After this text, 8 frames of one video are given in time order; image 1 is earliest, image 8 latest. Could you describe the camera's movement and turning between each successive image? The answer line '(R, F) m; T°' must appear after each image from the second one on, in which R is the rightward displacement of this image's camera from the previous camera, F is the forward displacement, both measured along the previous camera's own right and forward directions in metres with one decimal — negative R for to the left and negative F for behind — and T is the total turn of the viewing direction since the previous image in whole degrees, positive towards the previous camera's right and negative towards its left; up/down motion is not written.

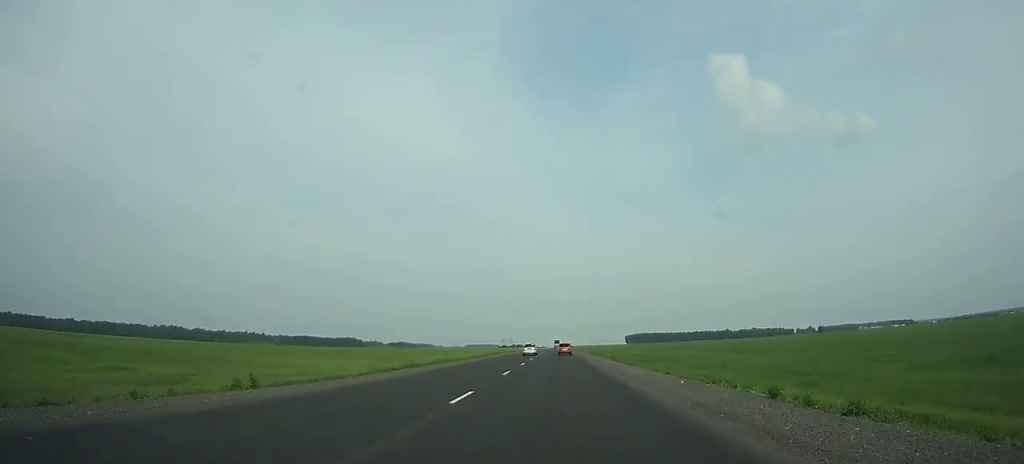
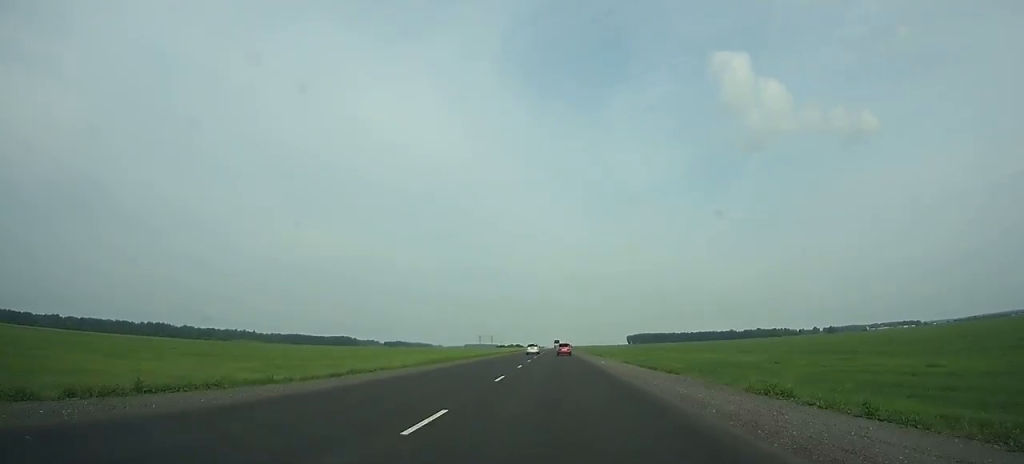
(0.0, +40.4) m; 0°
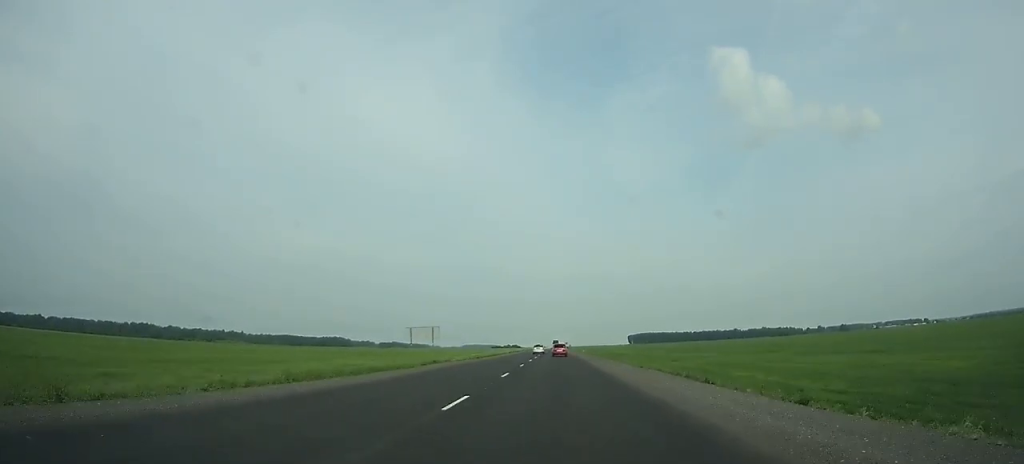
(0.0, +46.9) m; 0°
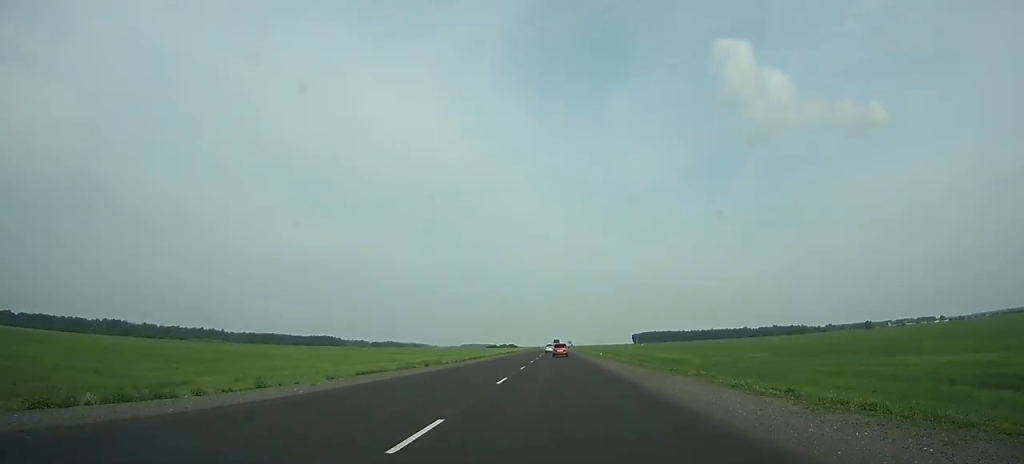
(+0.1, +77.5) m; 0°
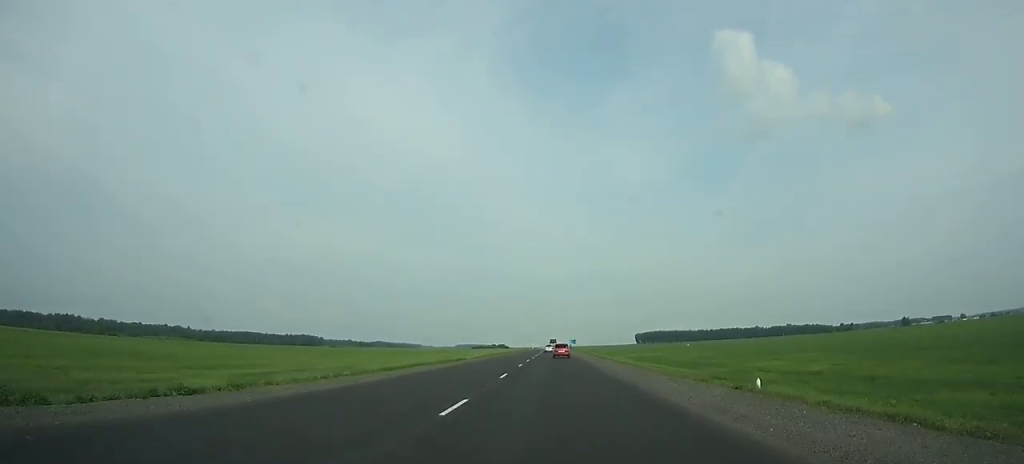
(+0.1, +103.7) m; 0°
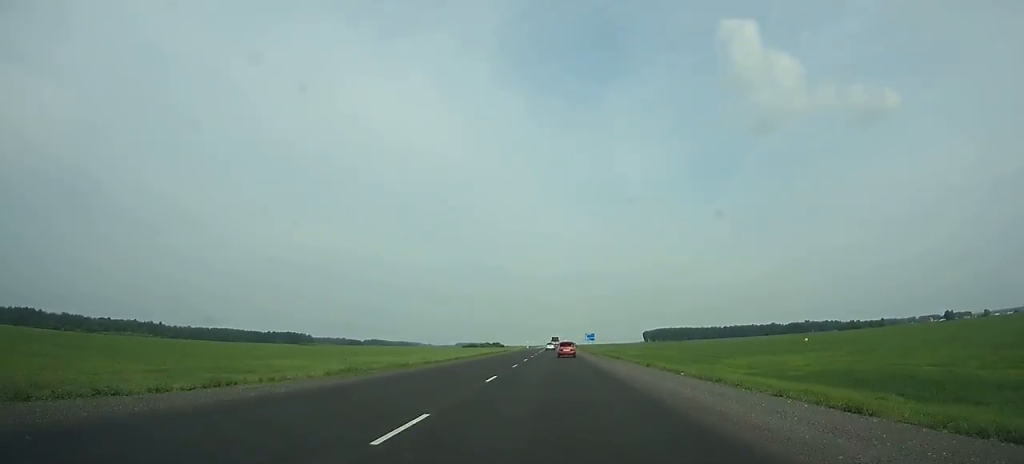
(0.0, +84.2) m; 0°
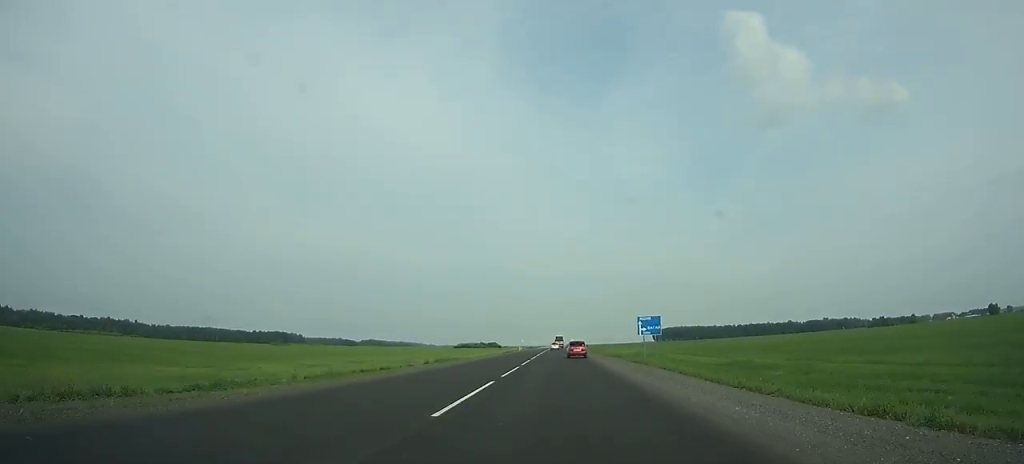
(0.0, +70.0) m; 0°
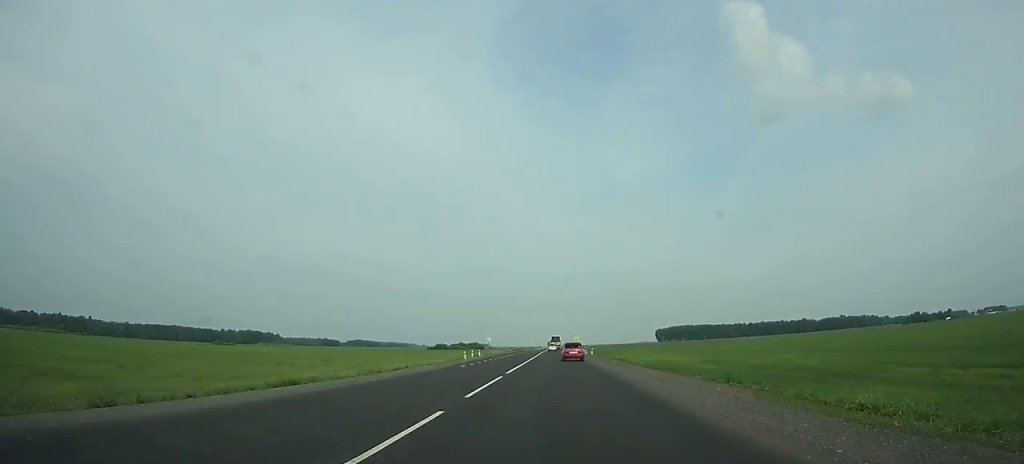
(0.0, +92.2) m; 0°
